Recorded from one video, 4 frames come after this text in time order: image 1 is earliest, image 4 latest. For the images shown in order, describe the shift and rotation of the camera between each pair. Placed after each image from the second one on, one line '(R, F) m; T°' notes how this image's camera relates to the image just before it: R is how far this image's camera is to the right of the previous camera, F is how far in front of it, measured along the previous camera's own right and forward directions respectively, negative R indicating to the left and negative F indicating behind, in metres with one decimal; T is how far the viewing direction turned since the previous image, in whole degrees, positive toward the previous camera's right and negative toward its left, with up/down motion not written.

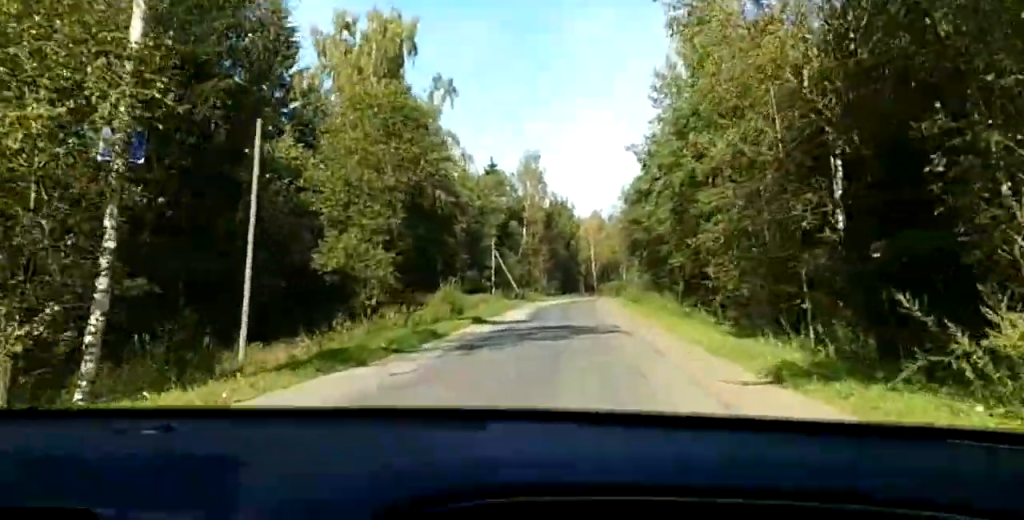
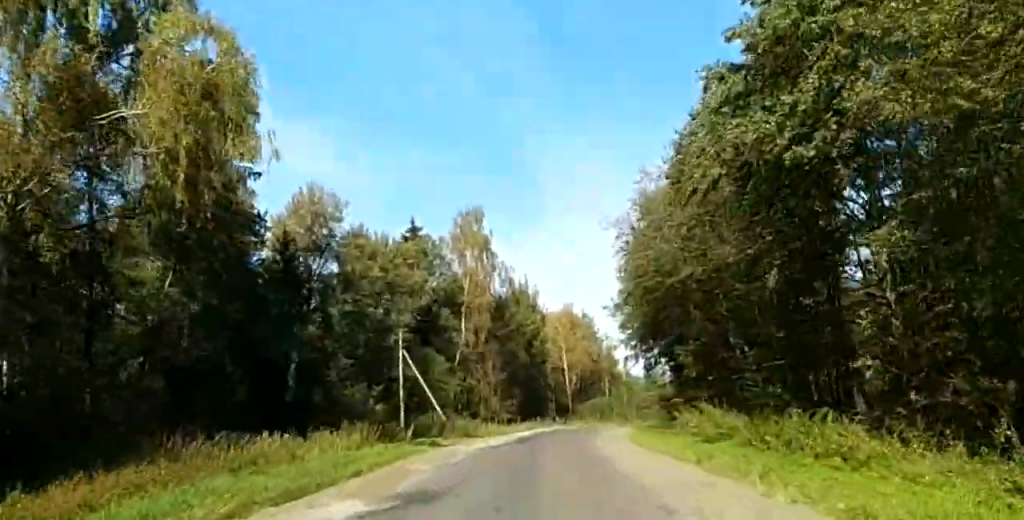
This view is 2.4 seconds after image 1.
(-0.6, +55.4) m; 0°
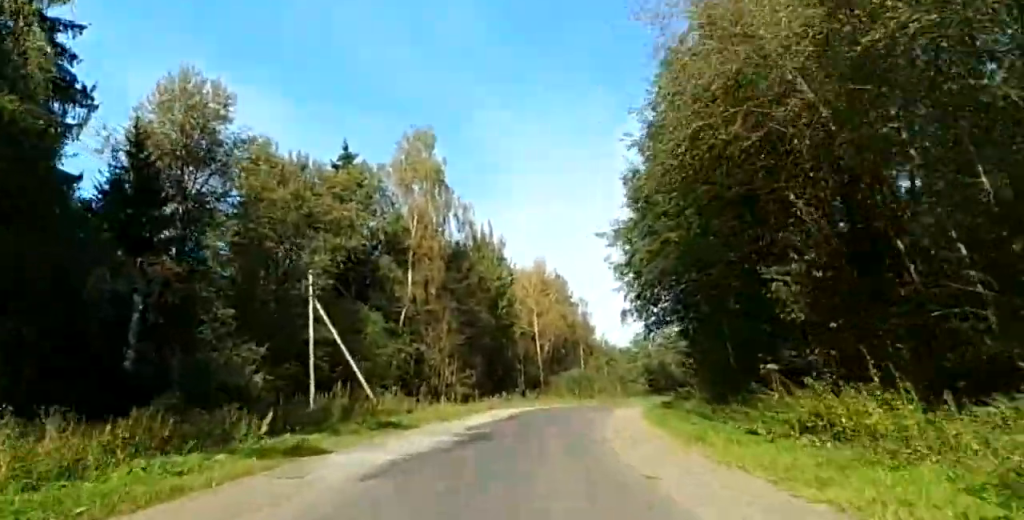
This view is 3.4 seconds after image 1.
(+0.4, +20.0) m; +2°
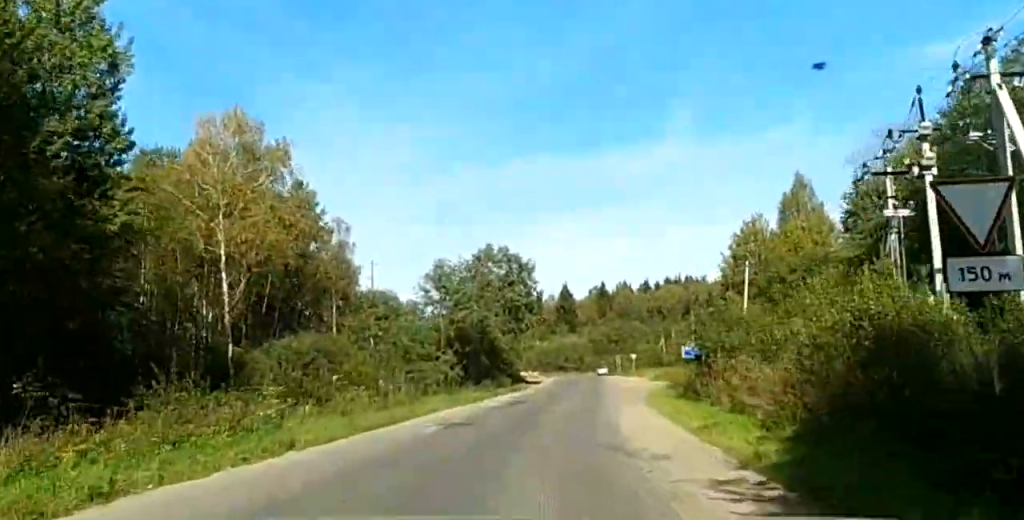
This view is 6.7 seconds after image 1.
(+5.4, +60.3) m; +12°
